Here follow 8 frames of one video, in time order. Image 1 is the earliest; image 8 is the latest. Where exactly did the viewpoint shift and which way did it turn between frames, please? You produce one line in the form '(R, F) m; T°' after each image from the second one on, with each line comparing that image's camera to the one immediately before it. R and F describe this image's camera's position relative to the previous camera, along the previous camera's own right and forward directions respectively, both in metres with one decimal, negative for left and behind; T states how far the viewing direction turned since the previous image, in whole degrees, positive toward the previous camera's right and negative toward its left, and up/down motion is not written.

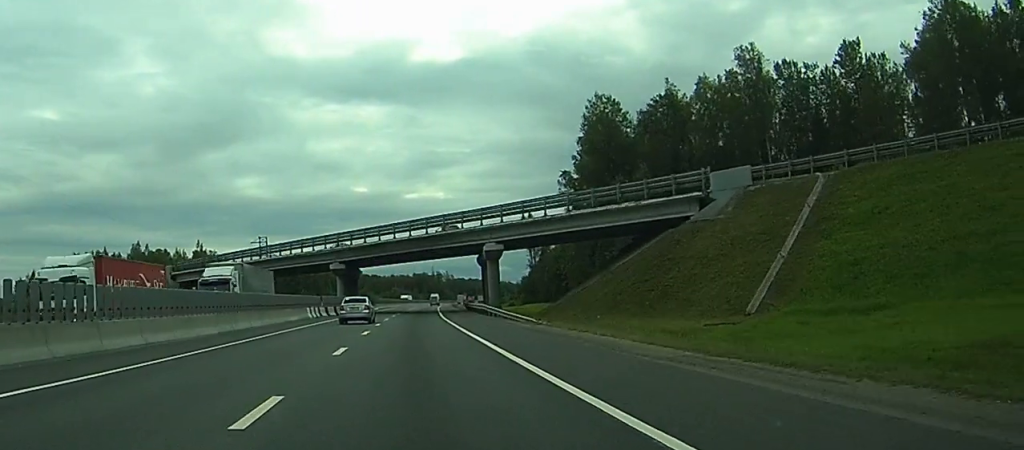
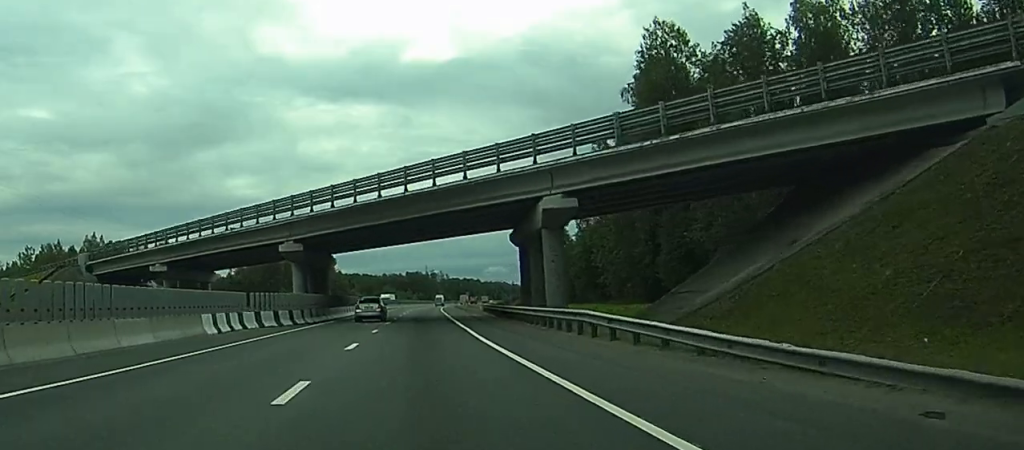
(+0.8, +34.0) m; -1°
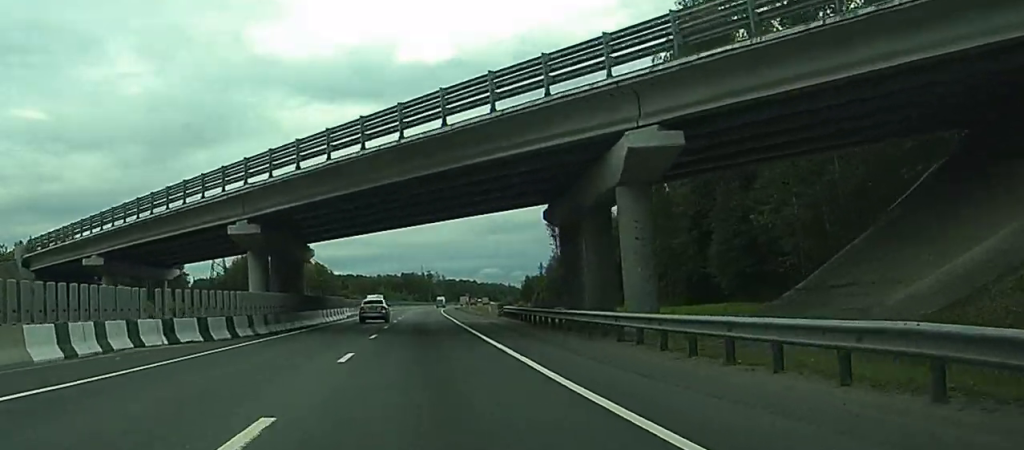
(-0.6, +16.1) m; -1°
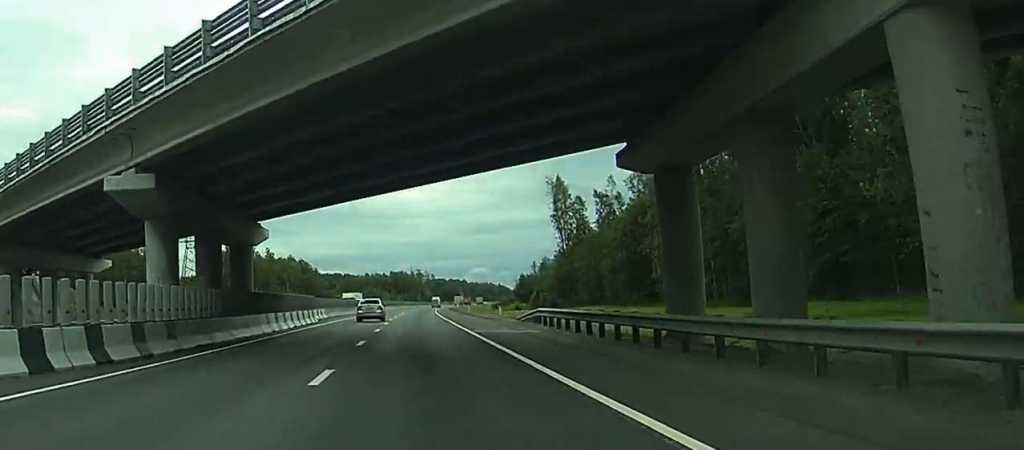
(-0.5, +17.0) m; 0°
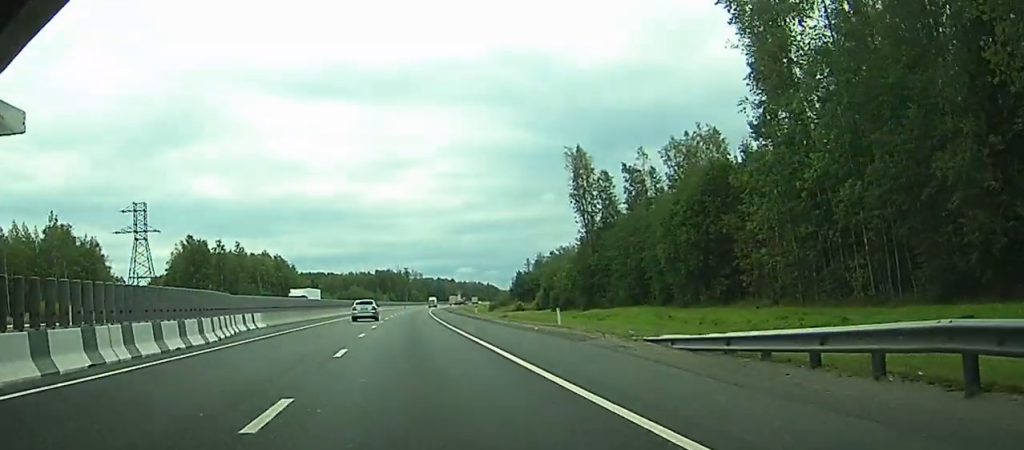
(+0.9, +28.8) m; +2°
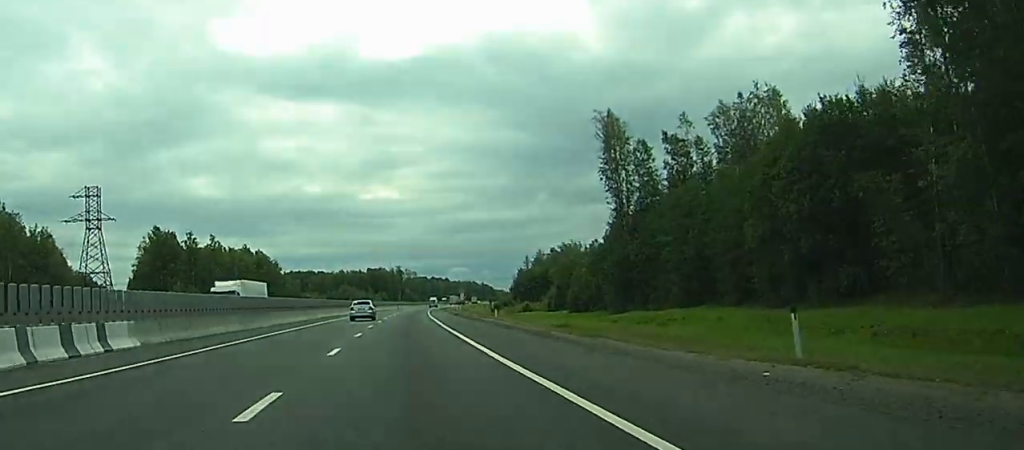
(+0.1, +22.8) m; 0°
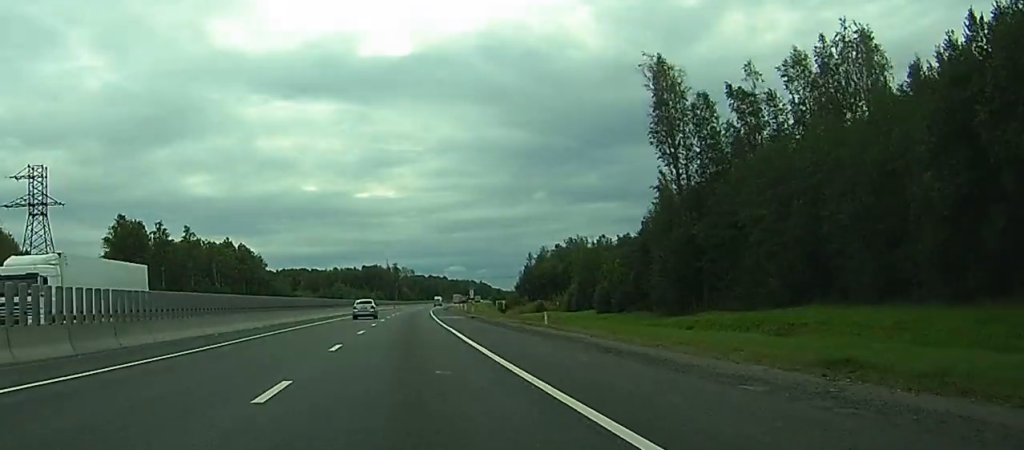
(0.0, +22.0) m; 0°
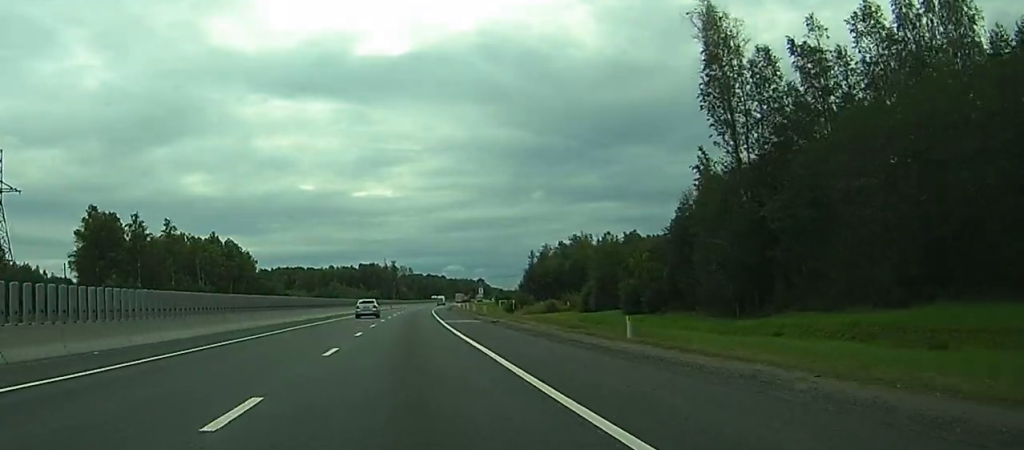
(+0.1, +14.3) m; 0°
